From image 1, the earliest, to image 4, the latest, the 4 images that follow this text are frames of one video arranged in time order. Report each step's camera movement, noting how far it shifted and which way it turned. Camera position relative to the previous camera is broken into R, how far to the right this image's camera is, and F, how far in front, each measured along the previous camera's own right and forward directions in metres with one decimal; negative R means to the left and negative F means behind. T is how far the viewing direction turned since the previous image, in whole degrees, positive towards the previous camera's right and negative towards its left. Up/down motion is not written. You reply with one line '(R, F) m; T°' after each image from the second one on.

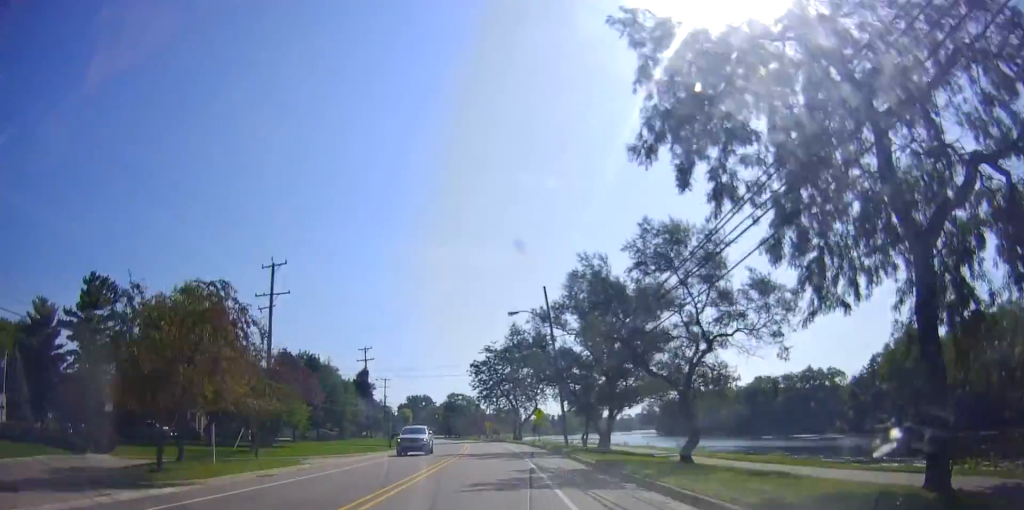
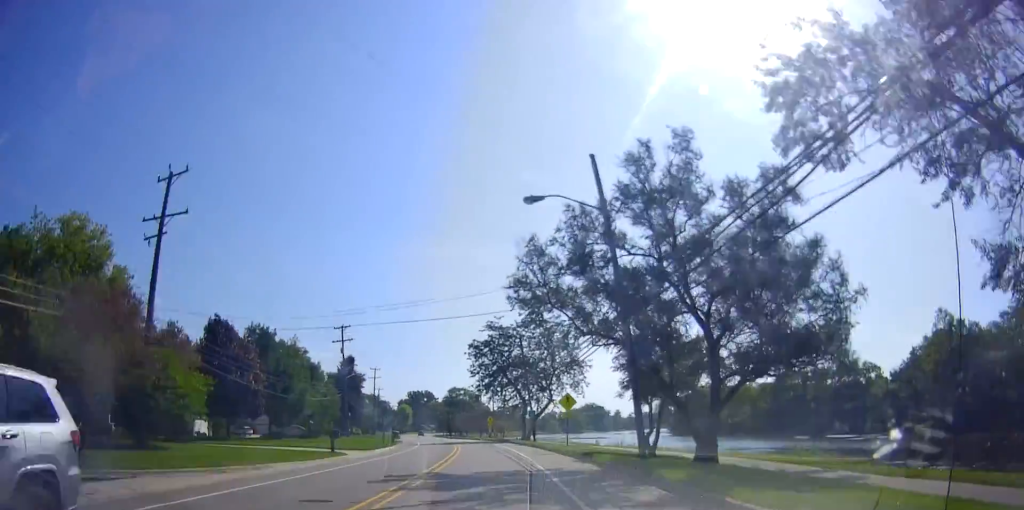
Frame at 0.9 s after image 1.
(+0.1, +17.9) m; -2°
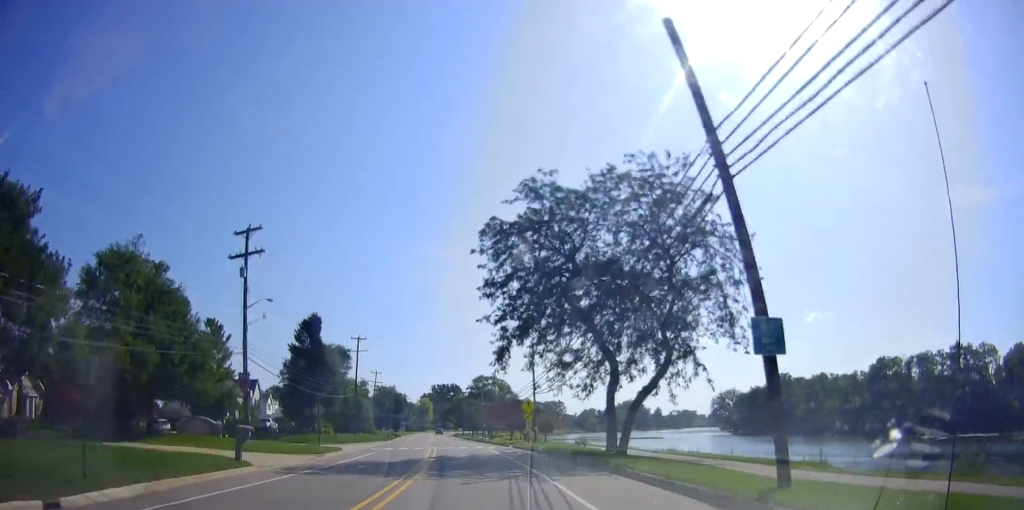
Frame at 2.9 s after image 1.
(-1.4, +41.3) m; -2°
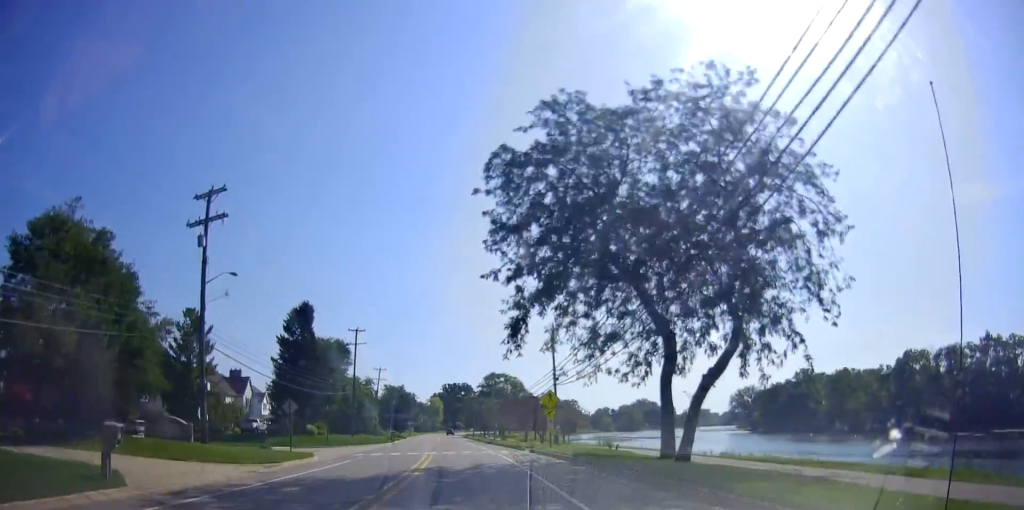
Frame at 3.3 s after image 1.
(+0.1, +8.3) m; 0°
